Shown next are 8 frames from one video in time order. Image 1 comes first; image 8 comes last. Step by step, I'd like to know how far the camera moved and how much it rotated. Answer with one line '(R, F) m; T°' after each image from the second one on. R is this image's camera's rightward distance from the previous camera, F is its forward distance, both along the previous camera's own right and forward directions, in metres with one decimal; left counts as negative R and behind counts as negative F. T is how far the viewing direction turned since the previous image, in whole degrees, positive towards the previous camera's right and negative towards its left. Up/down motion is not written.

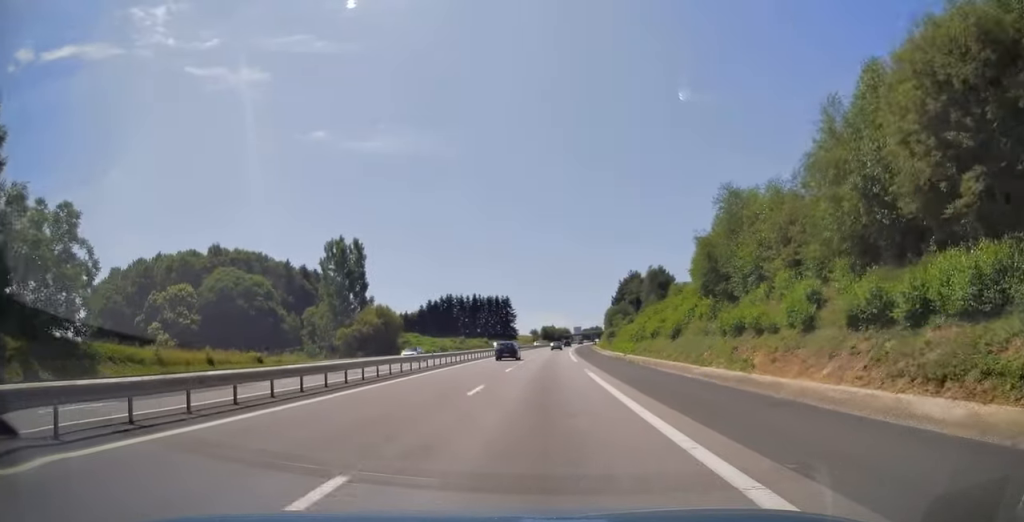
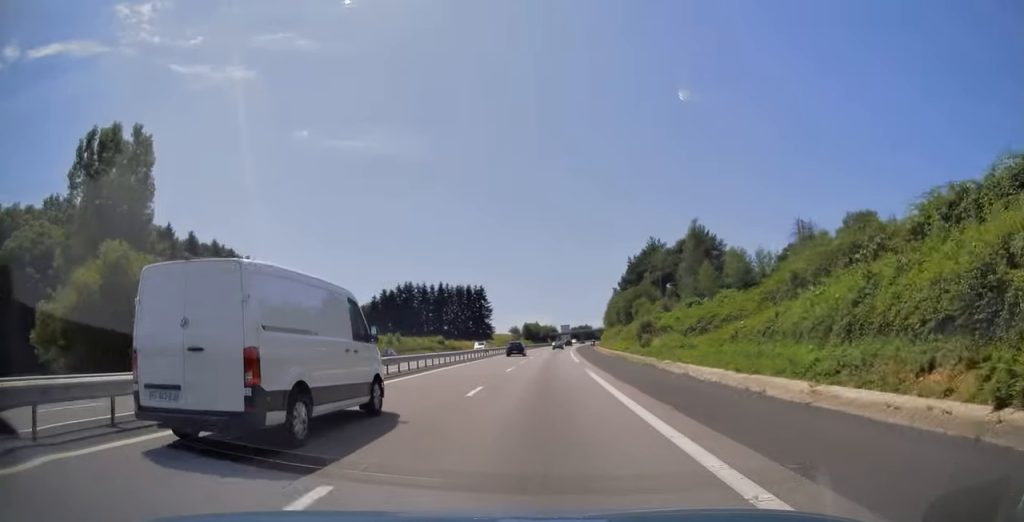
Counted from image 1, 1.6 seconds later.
(+0.8, +52.4) m; +2°
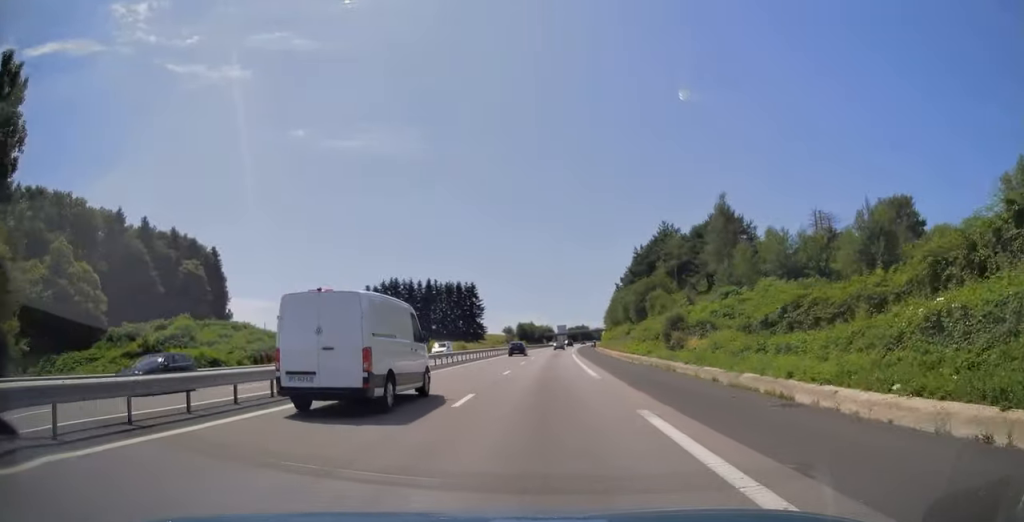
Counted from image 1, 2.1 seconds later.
(+0.1, +15.5) m; 0°
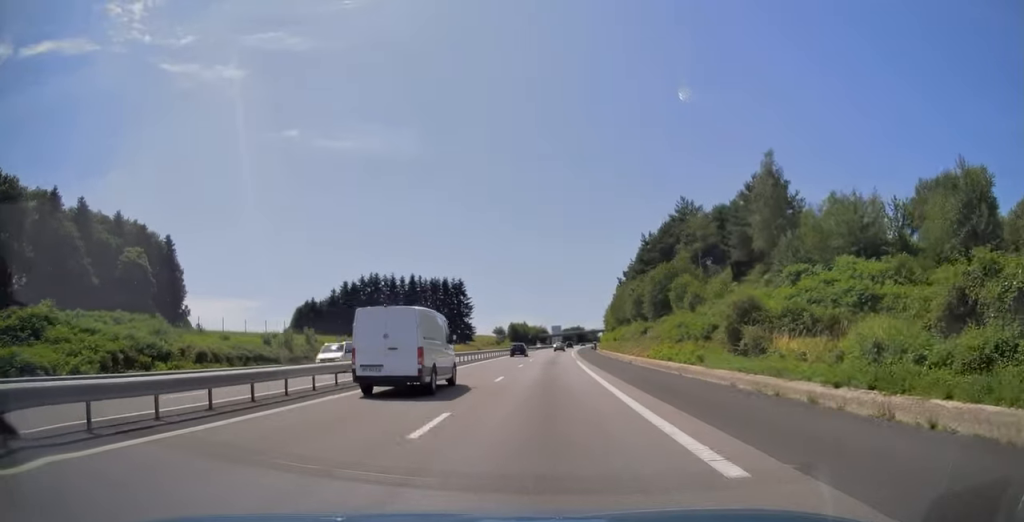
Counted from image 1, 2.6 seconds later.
(+0.1, +17.1) m; 0°
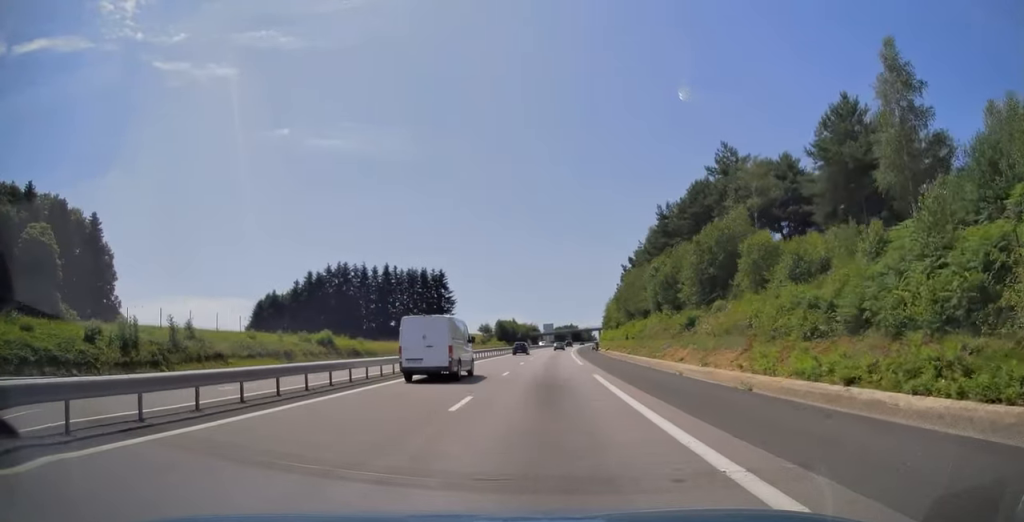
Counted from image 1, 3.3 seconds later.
(+0.1, +22.5) m; +1°
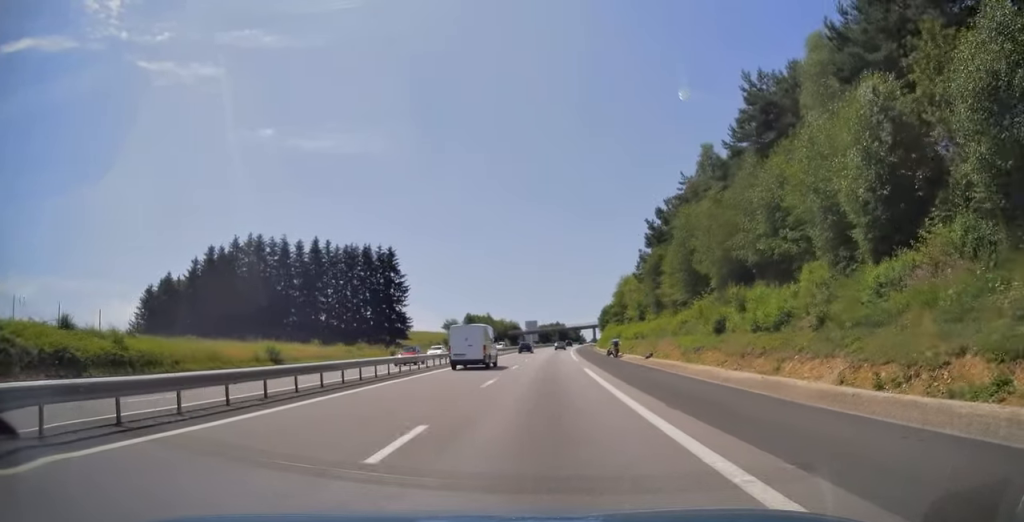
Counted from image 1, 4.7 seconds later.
(+0.6, +44.4) m; +2°
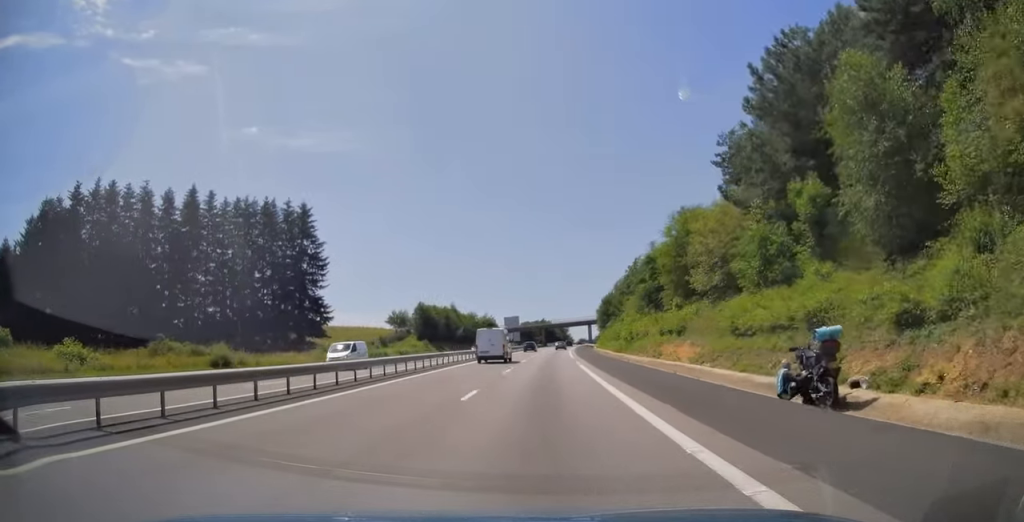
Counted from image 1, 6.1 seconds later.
(+0.7, +44.5) m; +2°
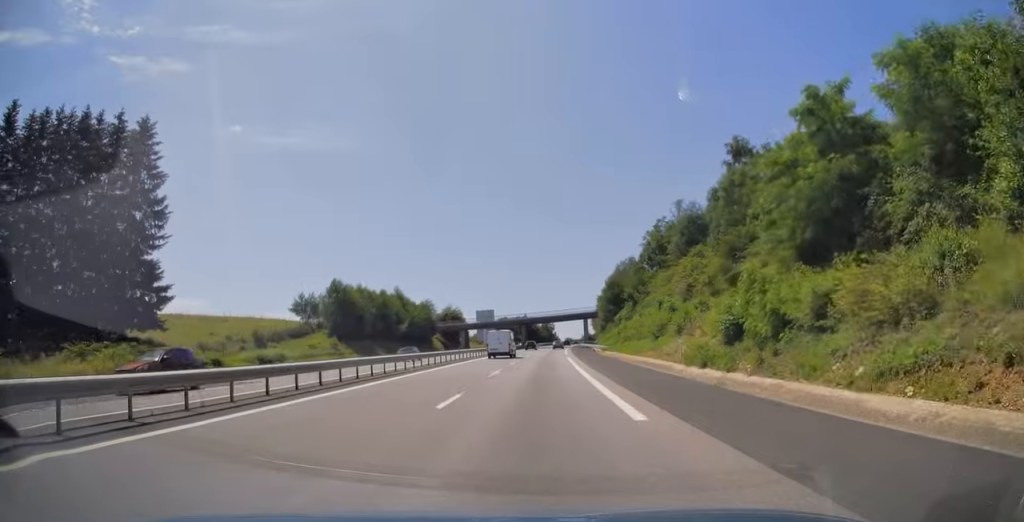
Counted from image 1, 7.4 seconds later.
(+0.5, +40.7) m; +1°
